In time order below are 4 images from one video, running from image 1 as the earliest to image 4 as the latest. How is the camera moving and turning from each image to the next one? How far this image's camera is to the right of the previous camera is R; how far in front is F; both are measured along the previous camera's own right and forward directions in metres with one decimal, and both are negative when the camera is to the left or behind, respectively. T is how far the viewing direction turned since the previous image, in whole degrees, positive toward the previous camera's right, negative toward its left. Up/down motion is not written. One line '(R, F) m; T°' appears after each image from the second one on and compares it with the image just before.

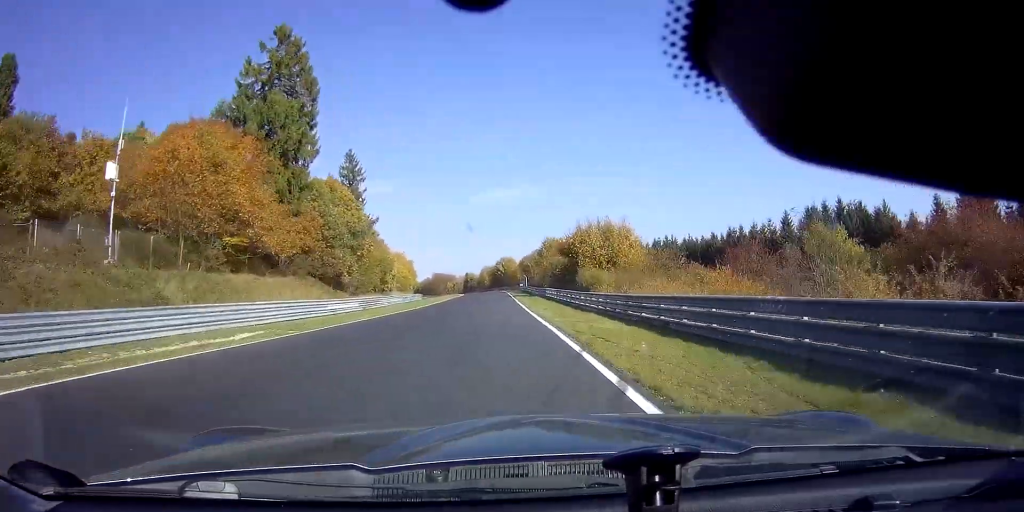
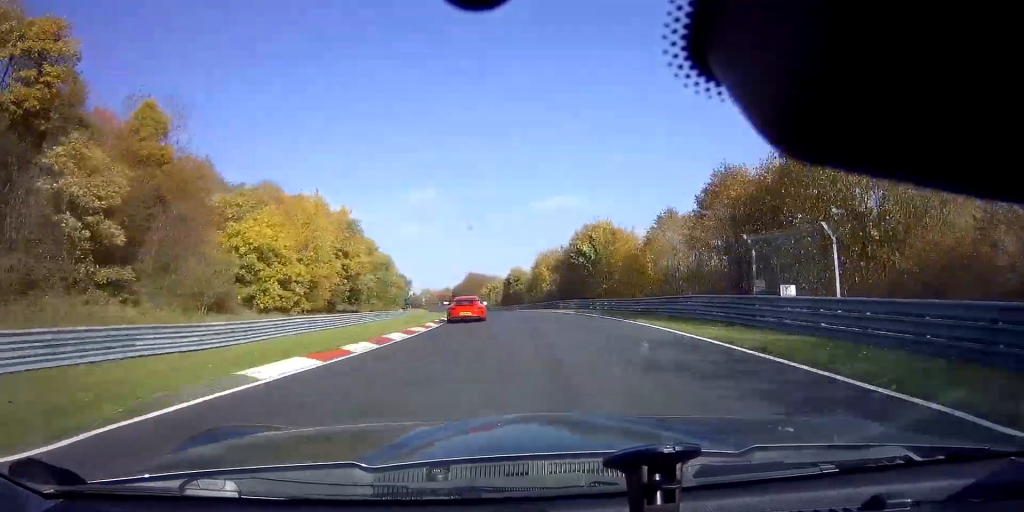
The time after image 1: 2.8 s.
(-1.0, +88.2) m; -5°
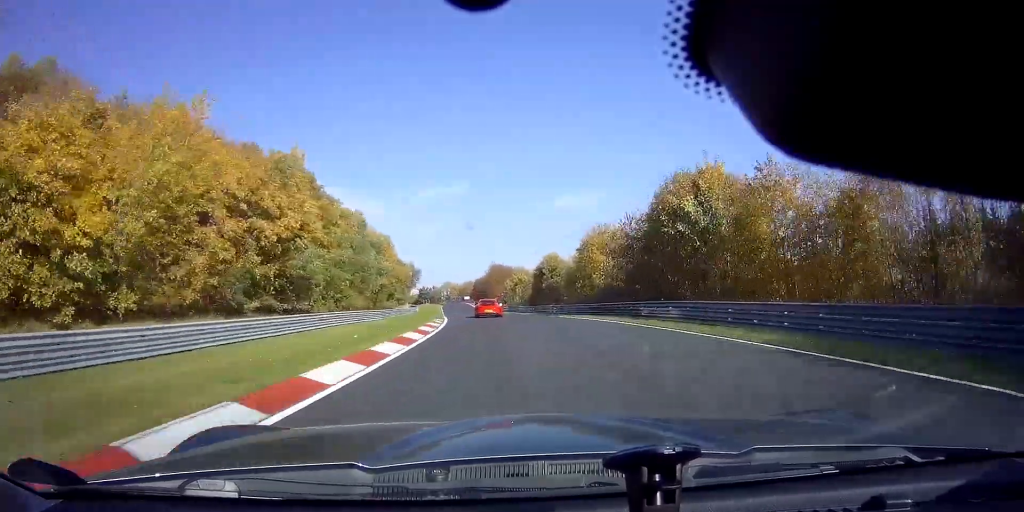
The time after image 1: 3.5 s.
(-0.8, +24.0) m; -2°
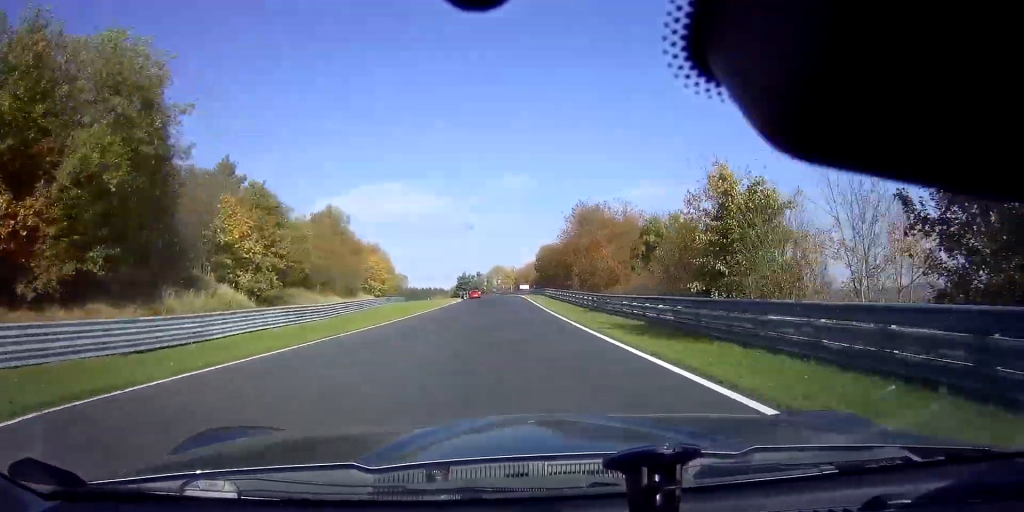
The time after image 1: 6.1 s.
(-5.8, +93.2) m; -7°
